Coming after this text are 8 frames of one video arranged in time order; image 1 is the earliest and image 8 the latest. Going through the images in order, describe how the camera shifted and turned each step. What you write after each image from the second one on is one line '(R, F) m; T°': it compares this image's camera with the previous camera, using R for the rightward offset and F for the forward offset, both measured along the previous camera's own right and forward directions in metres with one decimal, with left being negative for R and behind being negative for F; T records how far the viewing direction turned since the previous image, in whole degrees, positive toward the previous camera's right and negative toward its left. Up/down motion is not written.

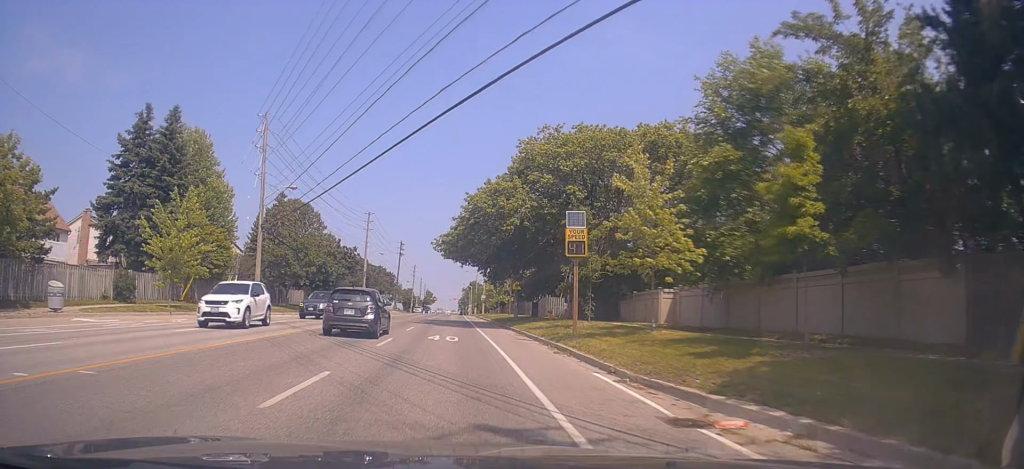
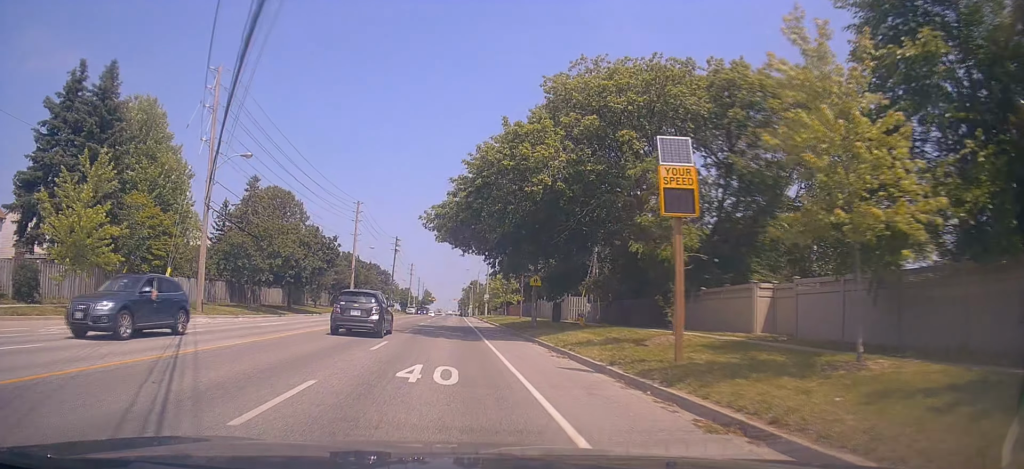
(0.0, +9.9) m; 0°
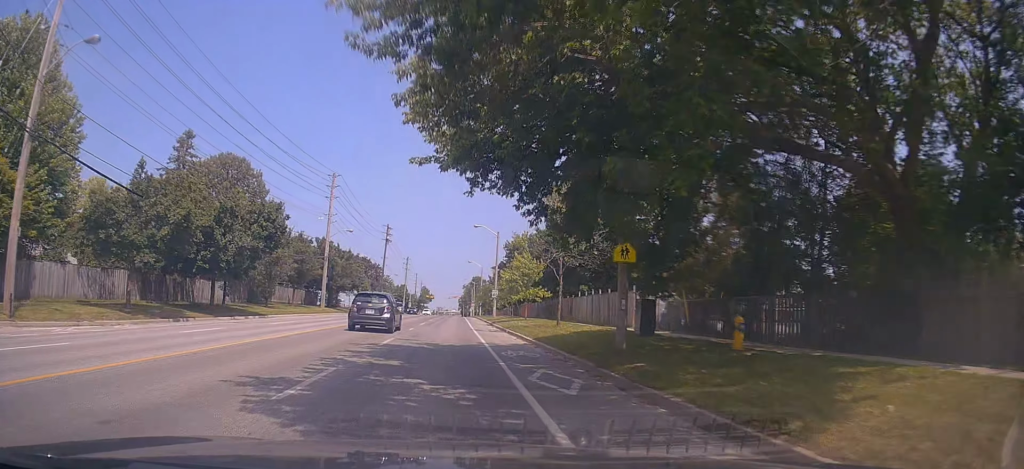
(0.0, +16.3) m; +1°
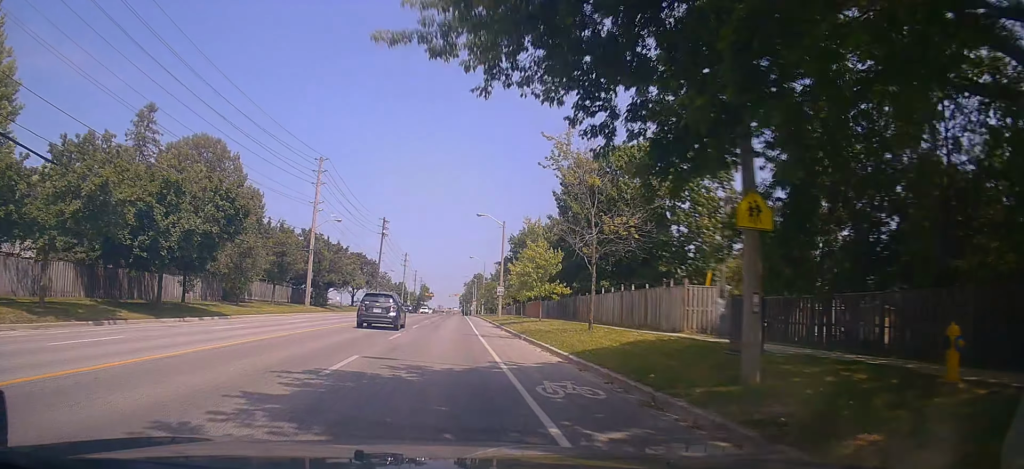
(+0.1, +6.5) m; 0°
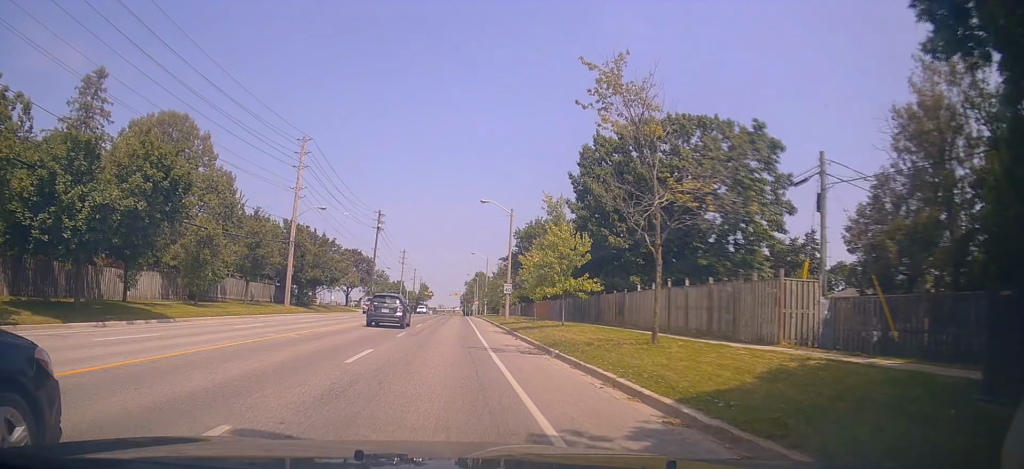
(+0.3, +6.9) m; 0°
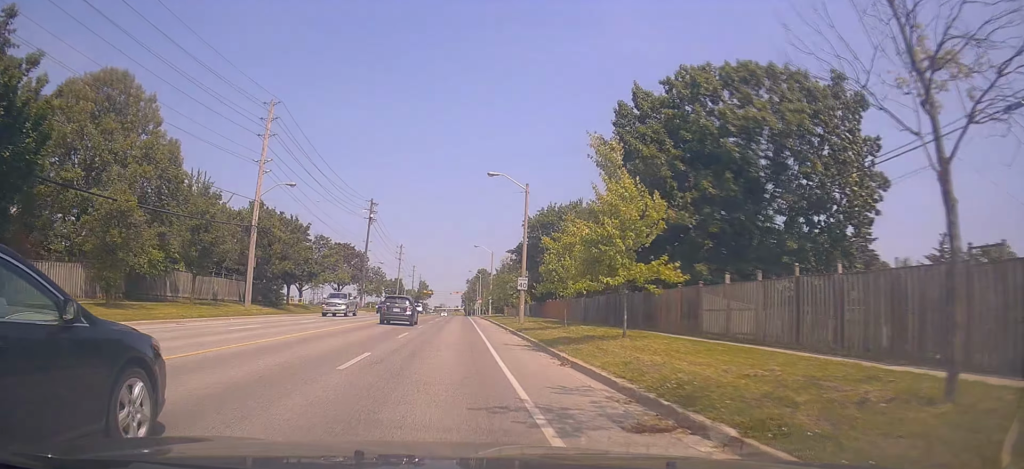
(-0.3, +9.7) m; -2°
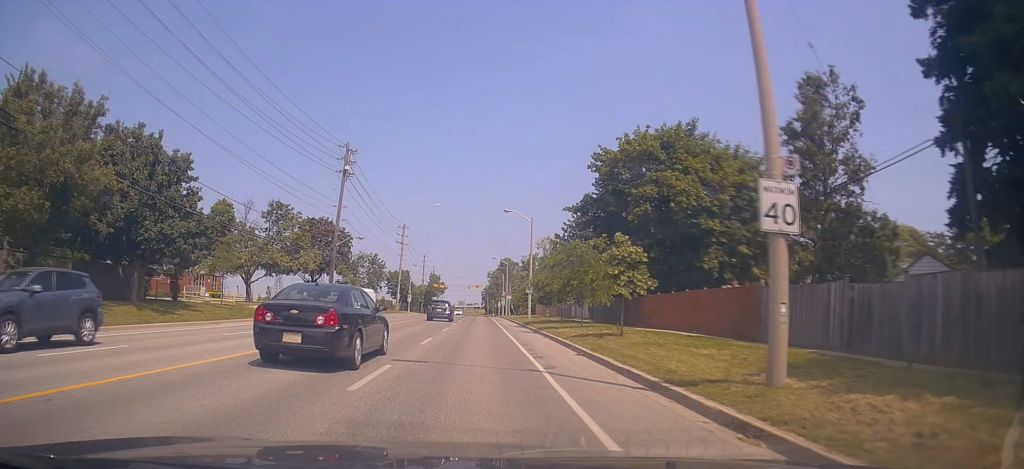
(-0.5, +29.3) m; -1°
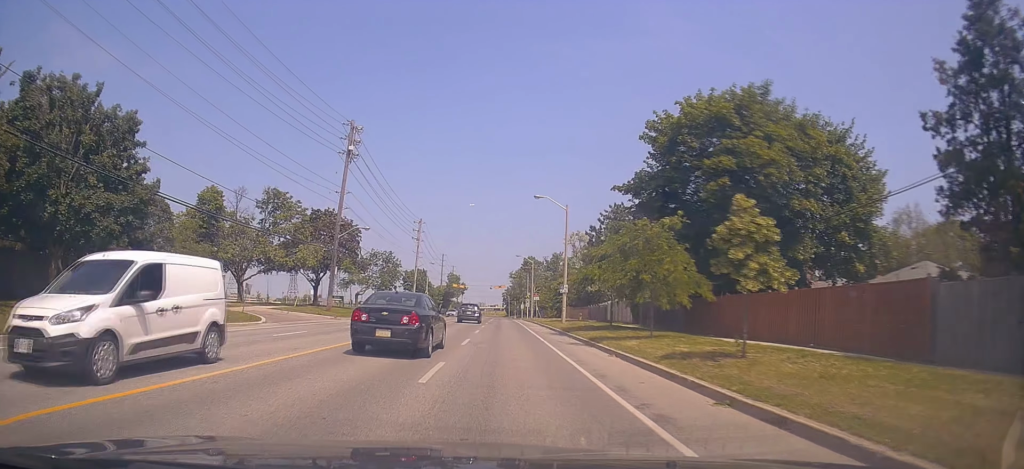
(+0.1, +7.7) m; -2°
